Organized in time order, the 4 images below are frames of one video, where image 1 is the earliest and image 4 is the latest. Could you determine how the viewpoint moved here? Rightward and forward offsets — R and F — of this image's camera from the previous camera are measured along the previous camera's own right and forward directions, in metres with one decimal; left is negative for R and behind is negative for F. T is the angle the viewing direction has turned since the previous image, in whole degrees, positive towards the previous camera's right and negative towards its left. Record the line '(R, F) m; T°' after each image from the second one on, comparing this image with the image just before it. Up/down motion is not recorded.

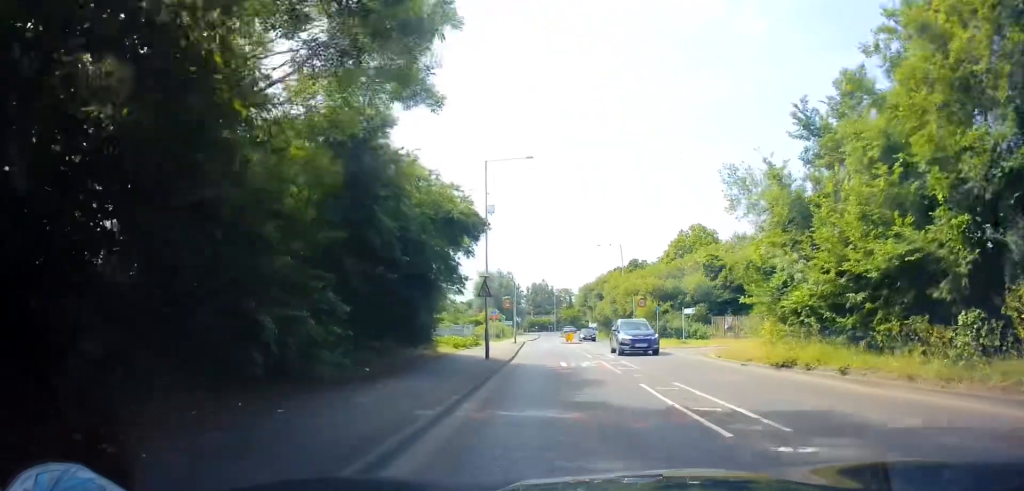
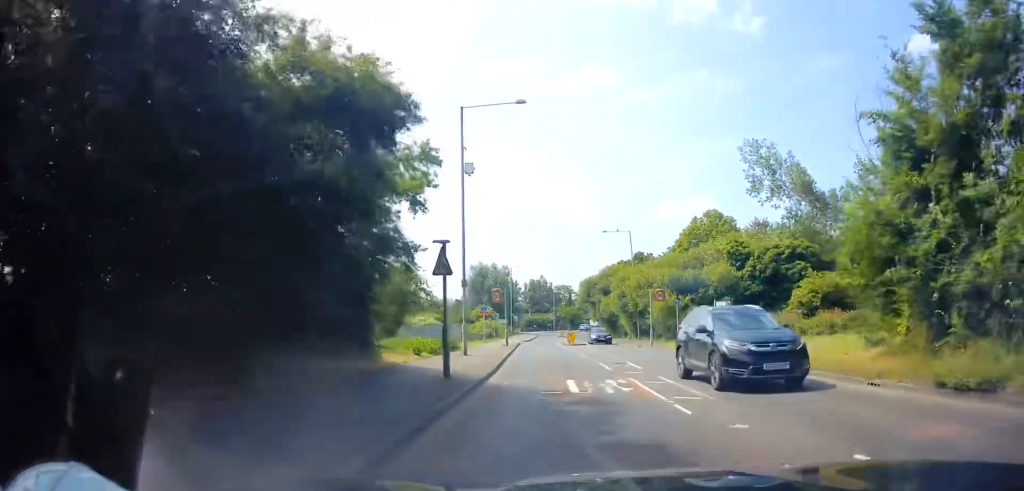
(-0.2, +8.2) m; -1°
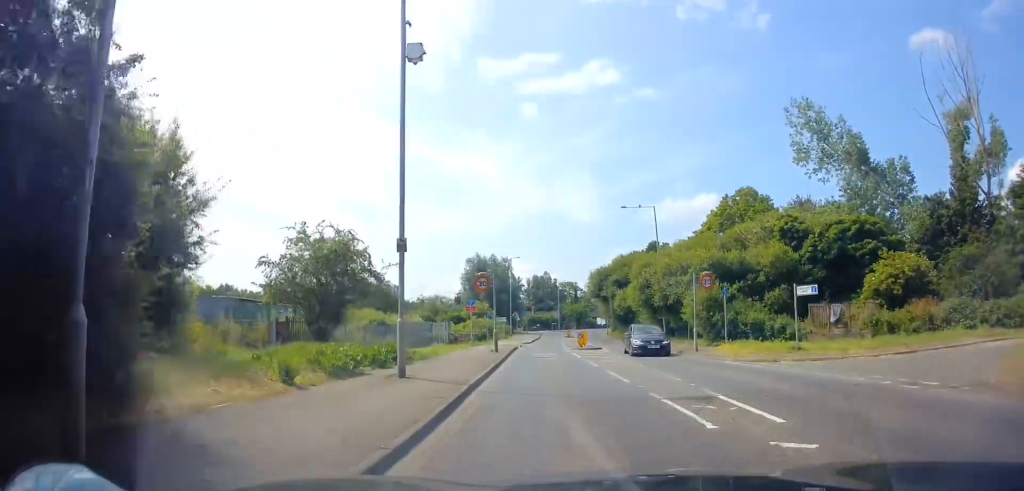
(0.0, +10.9) m; -1°
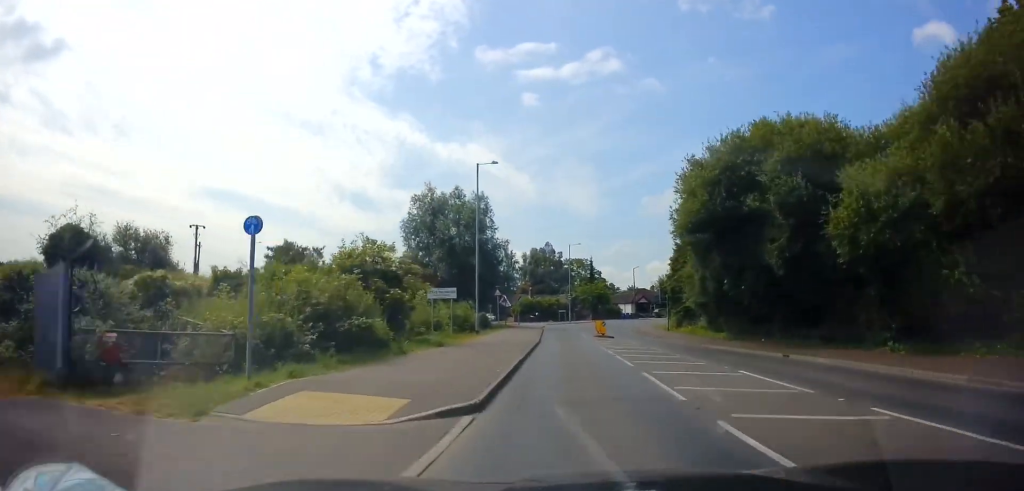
(-0.2, +40.9) m; 0°
